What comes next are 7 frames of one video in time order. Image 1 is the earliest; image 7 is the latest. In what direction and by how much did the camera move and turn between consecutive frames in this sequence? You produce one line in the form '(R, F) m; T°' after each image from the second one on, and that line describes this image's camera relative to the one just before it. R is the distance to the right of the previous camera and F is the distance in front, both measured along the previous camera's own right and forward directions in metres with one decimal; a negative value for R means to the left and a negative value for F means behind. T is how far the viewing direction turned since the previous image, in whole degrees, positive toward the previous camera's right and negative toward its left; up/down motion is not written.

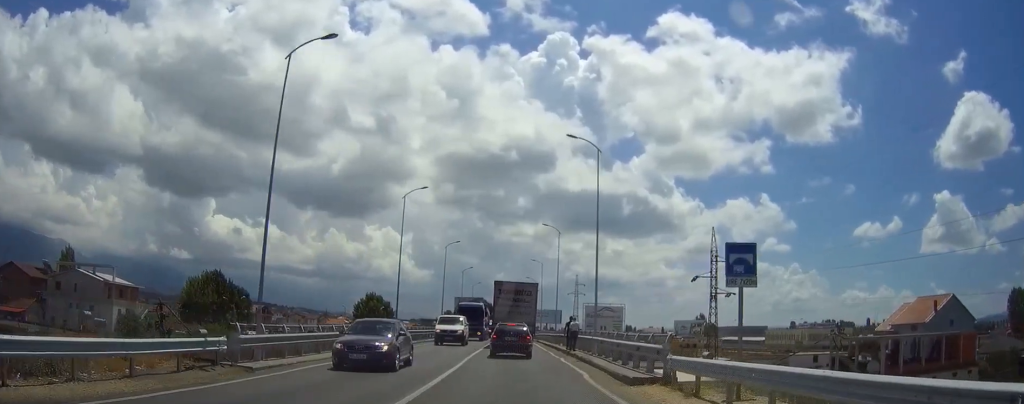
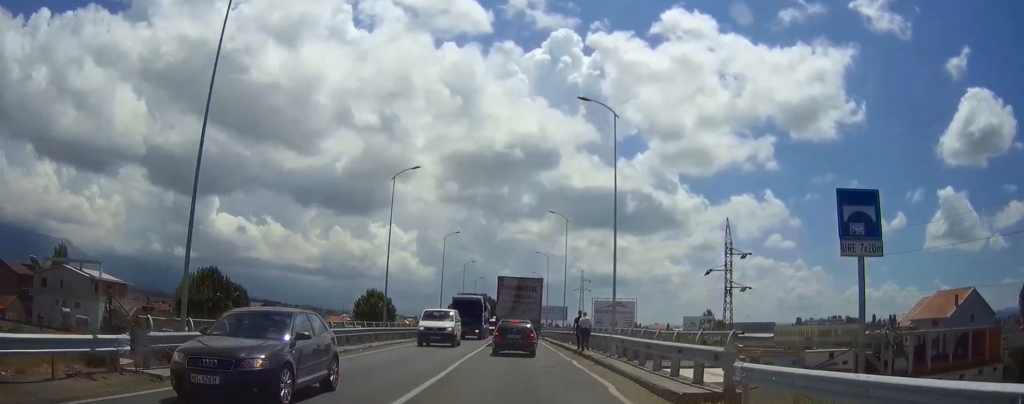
(-0.1, +4.8) m; 0°
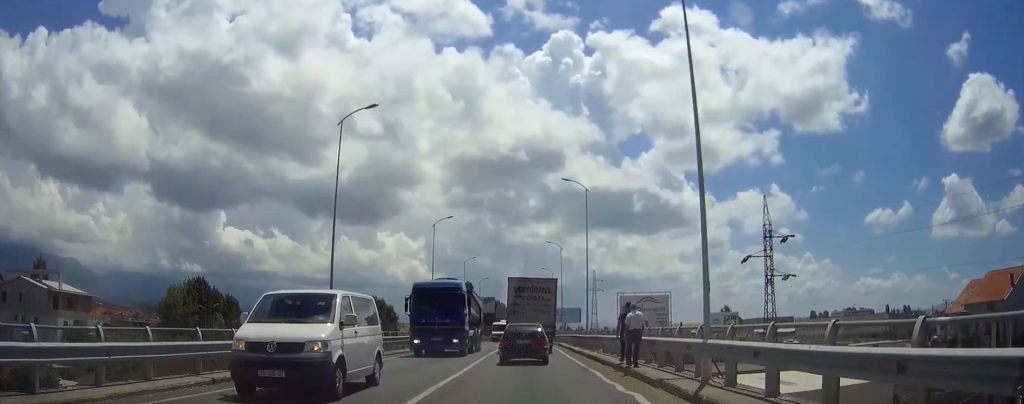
(-0.1, +12.2) m; -1°
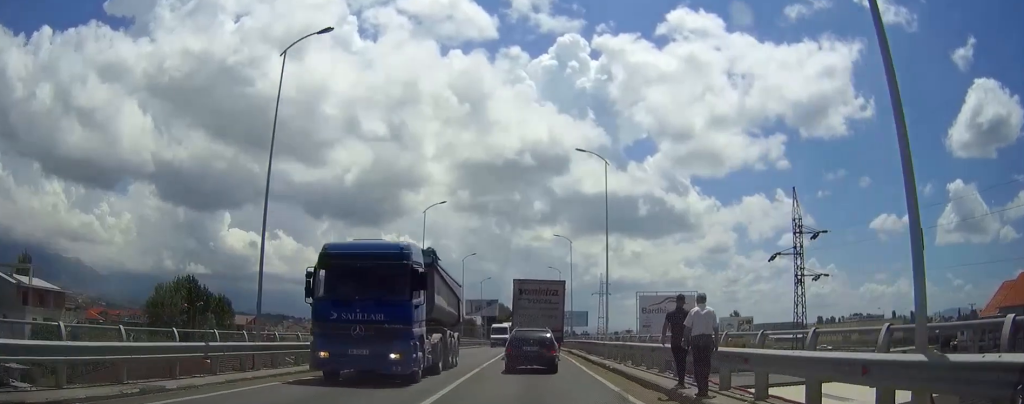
(0.0, +7.7) m; 0°
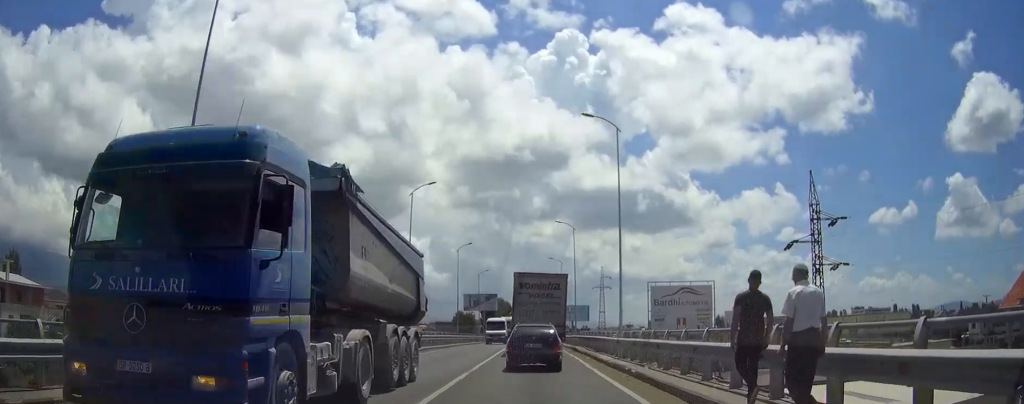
(0.0, +4.4) m; 0°
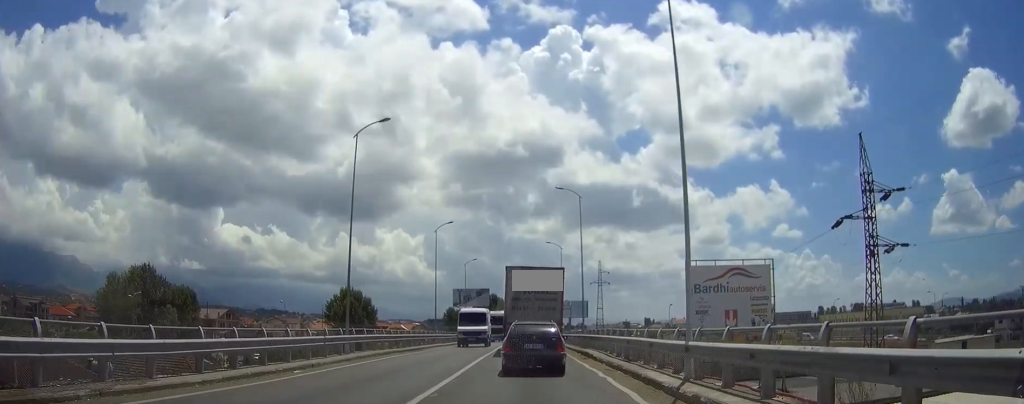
(0.0, +12.4) m; 0°
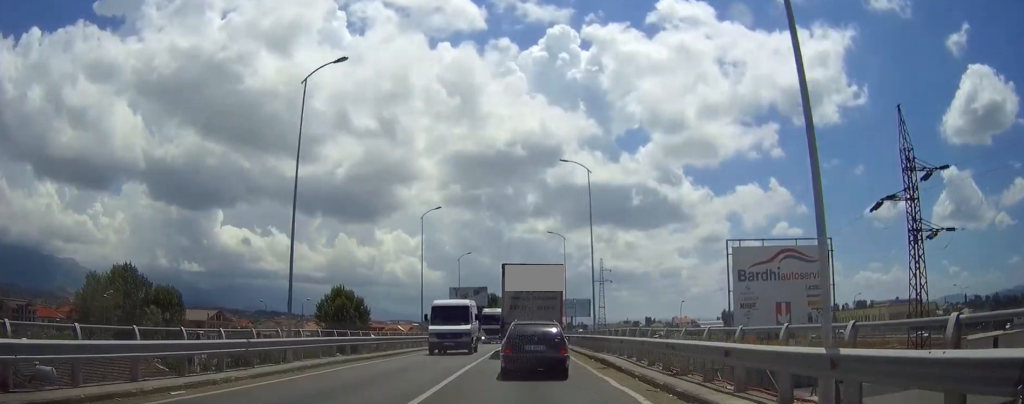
(0.0, +7.0) m; 0°
